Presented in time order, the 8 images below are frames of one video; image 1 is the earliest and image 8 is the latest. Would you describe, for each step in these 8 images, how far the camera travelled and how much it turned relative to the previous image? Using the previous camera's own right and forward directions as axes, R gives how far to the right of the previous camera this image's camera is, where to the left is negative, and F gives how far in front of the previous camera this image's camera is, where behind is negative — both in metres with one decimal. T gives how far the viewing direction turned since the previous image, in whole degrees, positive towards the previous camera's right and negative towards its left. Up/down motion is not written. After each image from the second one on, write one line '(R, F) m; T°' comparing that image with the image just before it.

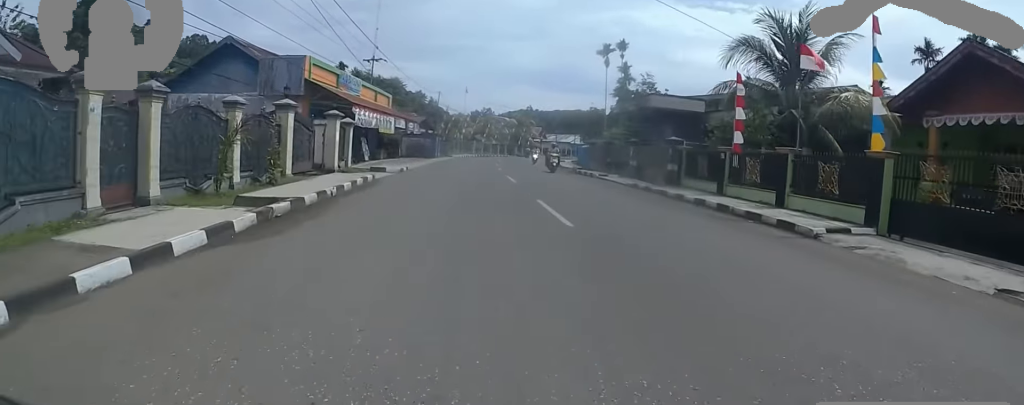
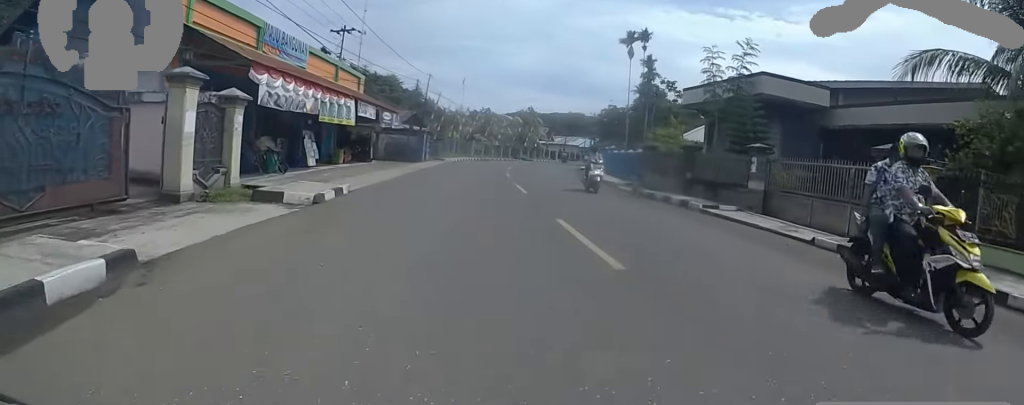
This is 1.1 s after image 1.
(+0.3, +10.4) m; +1°
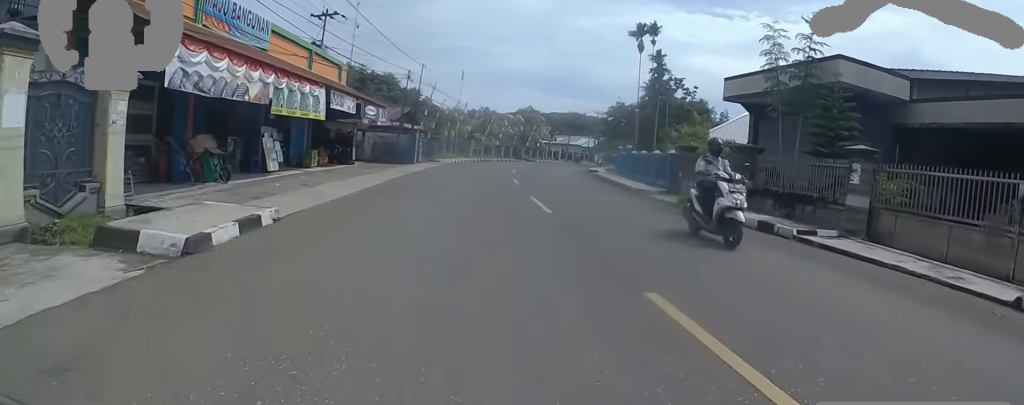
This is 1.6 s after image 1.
(-0.4, +4.0) m; 0°
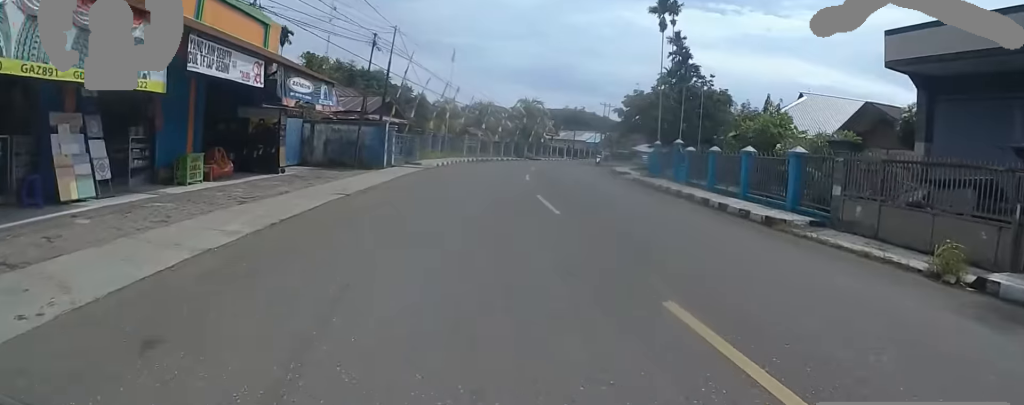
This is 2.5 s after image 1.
(+0.7, +8.4) m; +5°
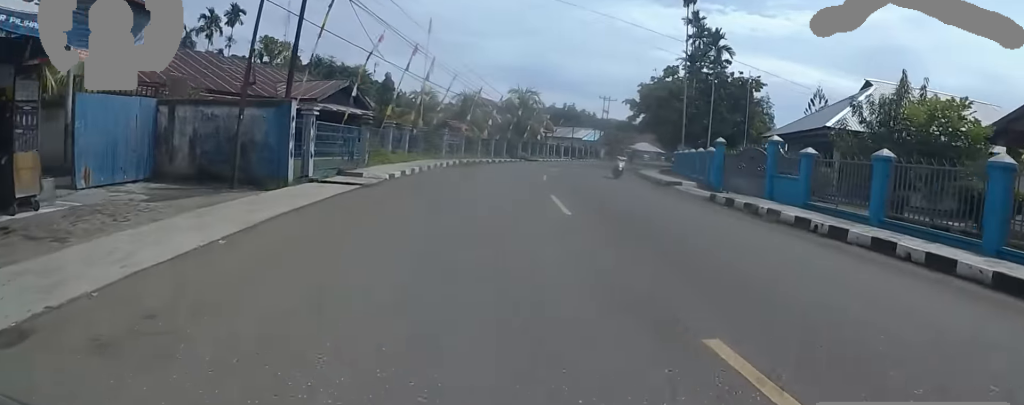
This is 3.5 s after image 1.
(+0.1, +8.7) m; +8°
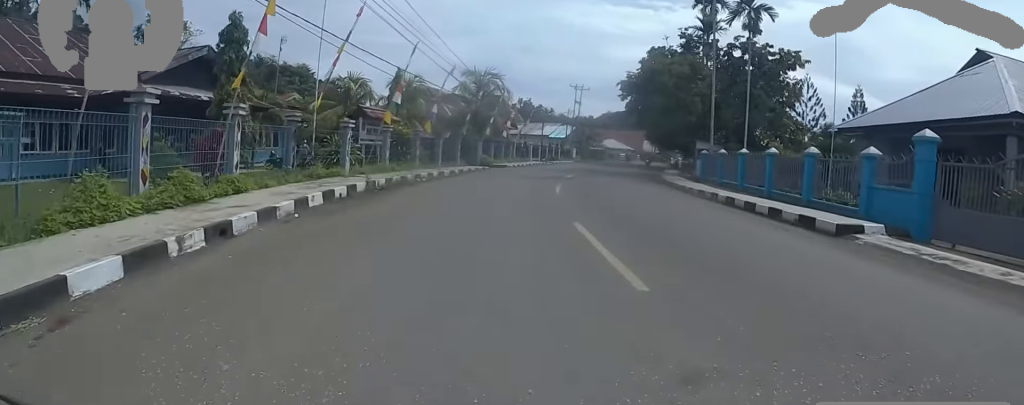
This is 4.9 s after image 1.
(+0.9, +11.4) m; +3°
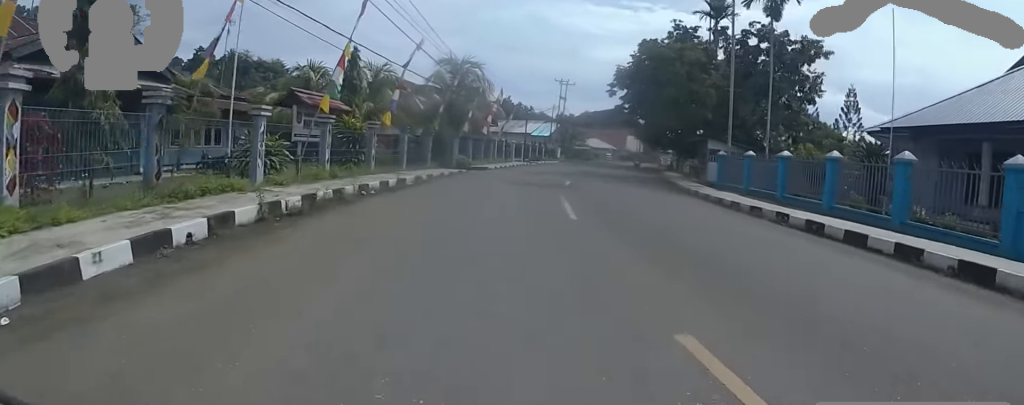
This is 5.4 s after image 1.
(-0.6, +4.4) m; +3°
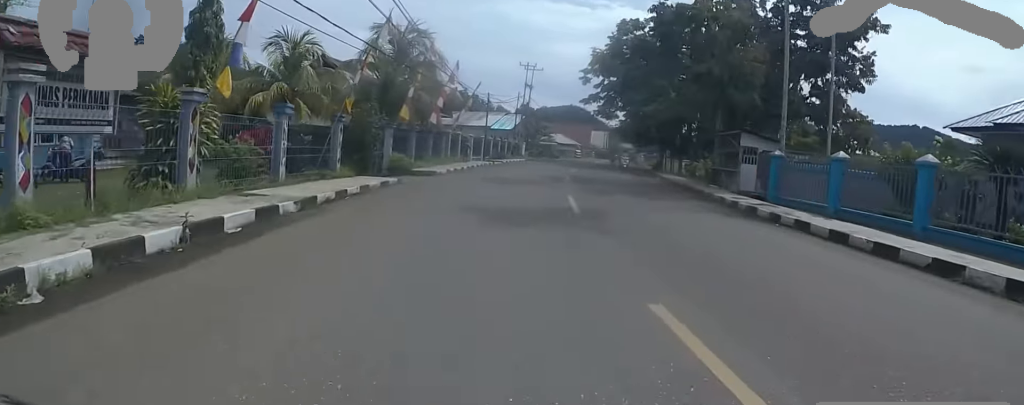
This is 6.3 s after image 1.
(+1.1, +7.7) m; 0°
